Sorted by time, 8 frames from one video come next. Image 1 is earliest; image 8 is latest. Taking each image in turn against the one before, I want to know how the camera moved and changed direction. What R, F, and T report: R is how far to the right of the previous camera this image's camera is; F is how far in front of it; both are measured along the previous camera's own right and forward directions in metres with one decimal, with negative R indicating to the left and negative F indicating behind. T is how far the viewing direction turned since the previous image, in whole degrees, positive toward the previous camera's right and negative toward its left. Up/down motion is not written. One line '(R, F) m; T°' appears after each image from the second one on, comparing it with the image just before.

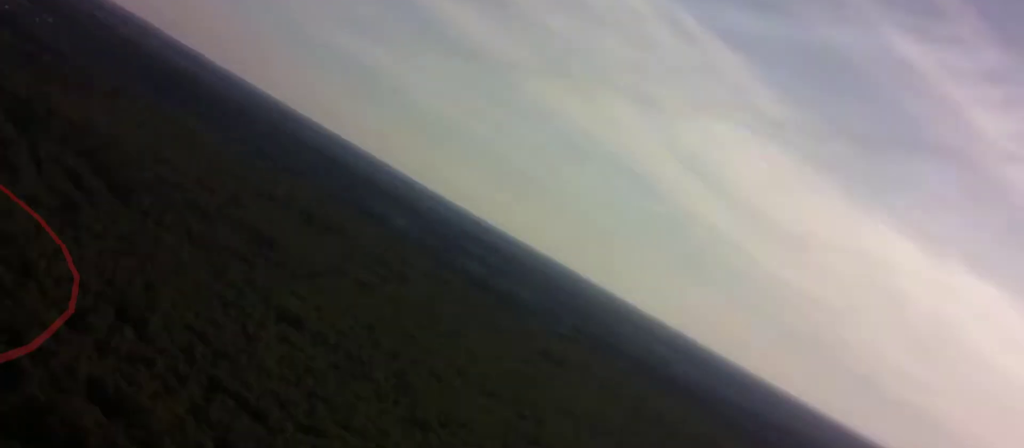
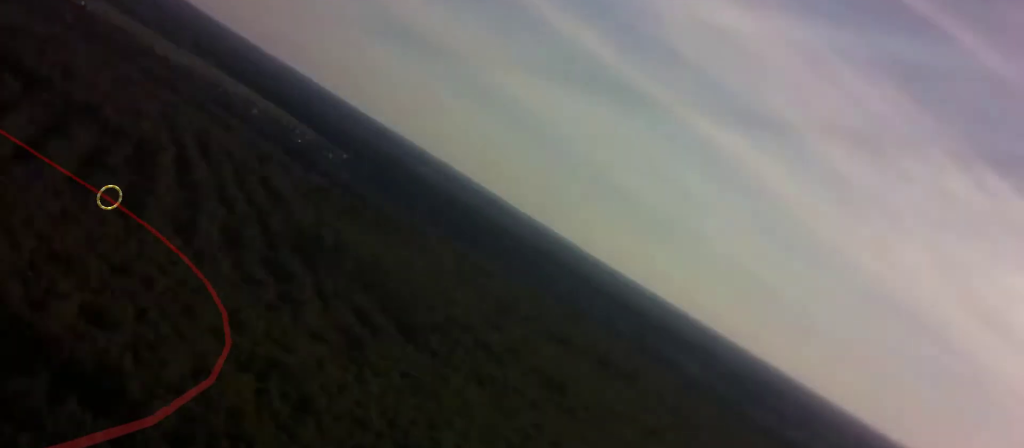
(-0.7, +9.1) m; -12°
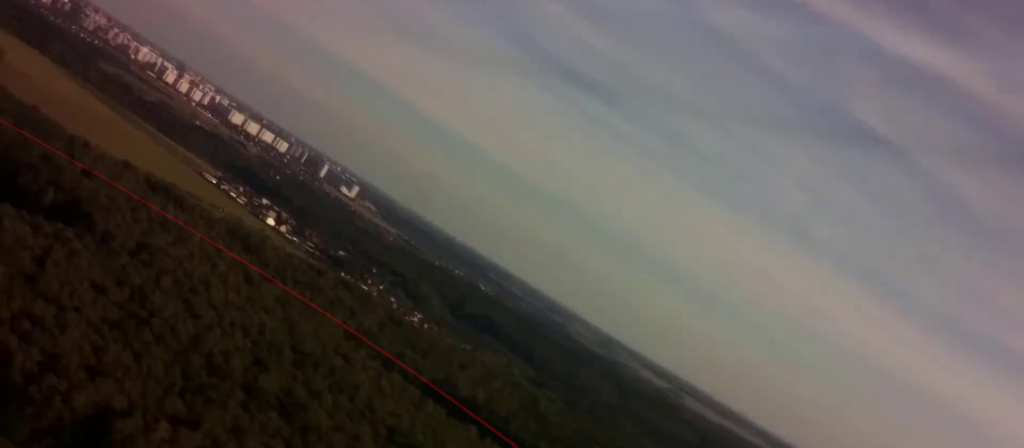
(-7.0, +22.4) m; -36°
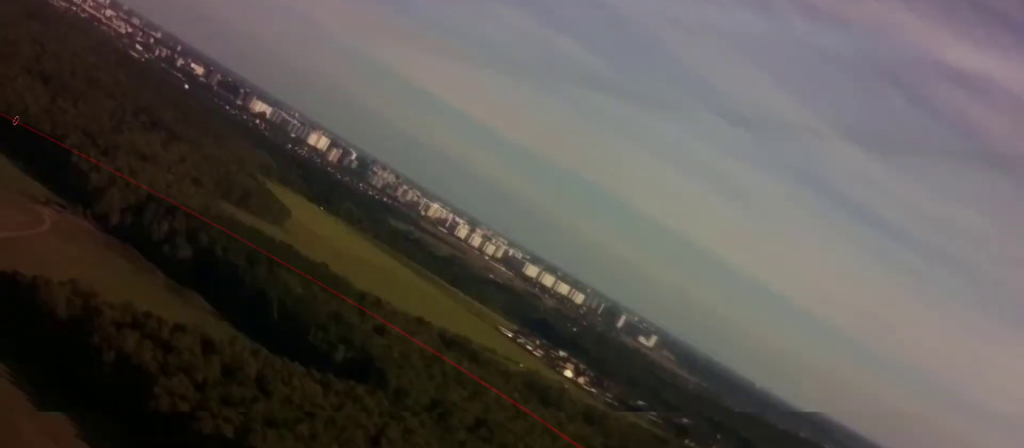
(-1.0, +6.7) m; -10°
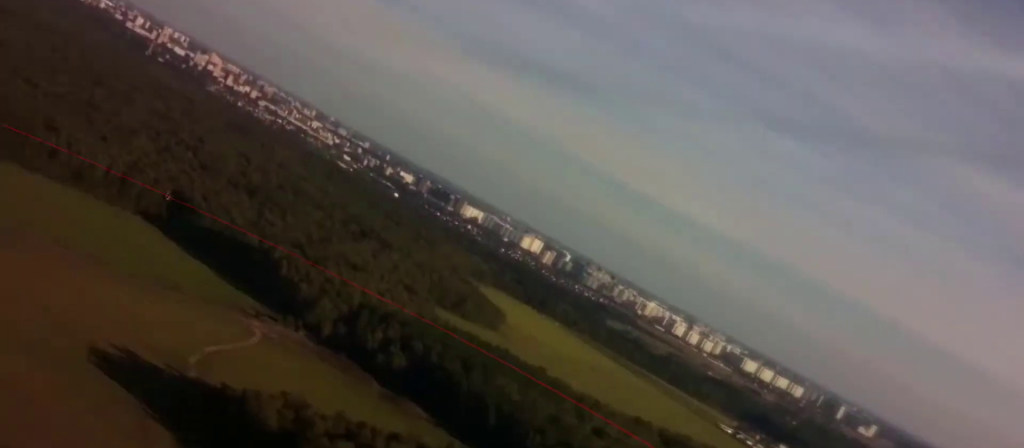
(0.0, +6.0) m; -9°
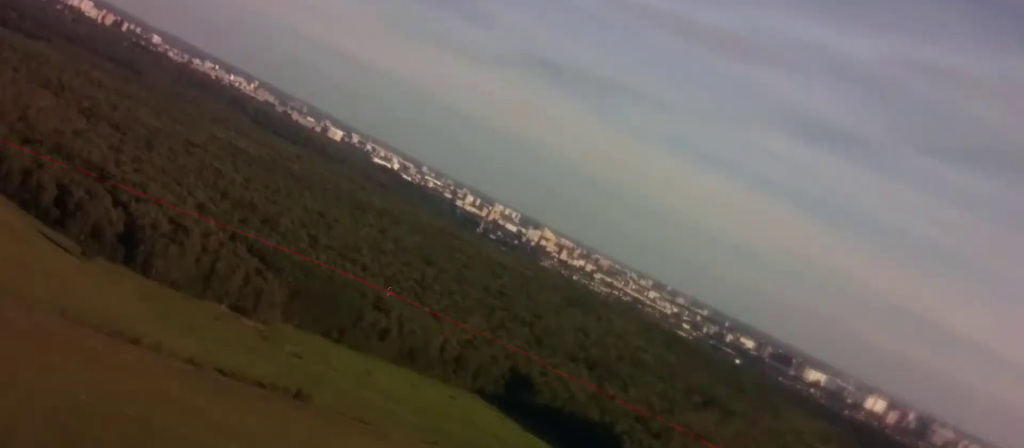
(-1.8, +11.8) m; -14°
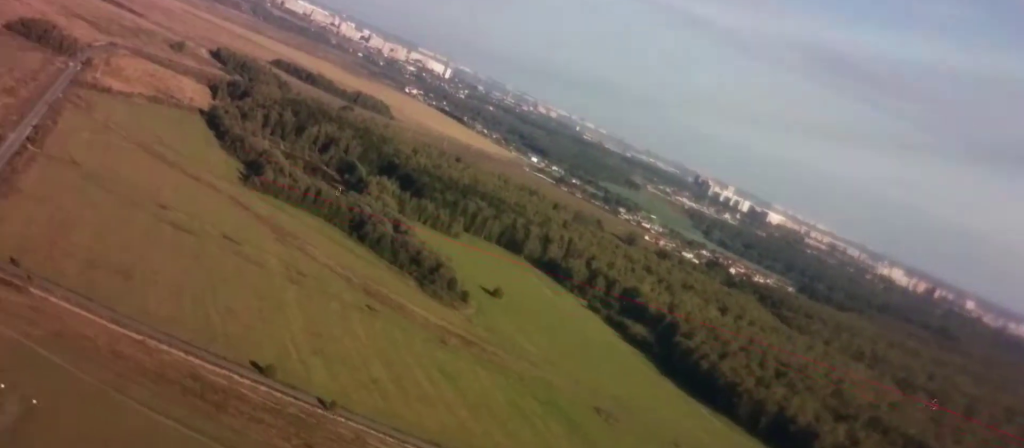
(-8.0, +29.8) m; -31°
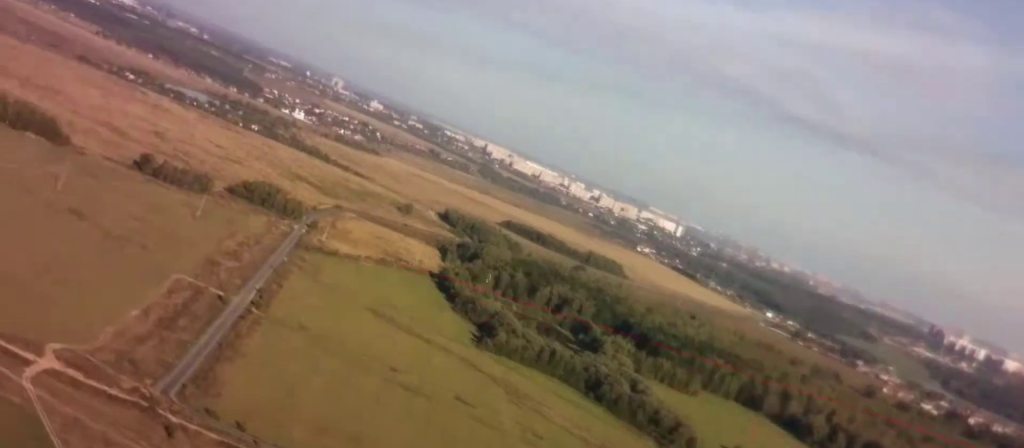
(-1.0, +9.2) m; -6°
